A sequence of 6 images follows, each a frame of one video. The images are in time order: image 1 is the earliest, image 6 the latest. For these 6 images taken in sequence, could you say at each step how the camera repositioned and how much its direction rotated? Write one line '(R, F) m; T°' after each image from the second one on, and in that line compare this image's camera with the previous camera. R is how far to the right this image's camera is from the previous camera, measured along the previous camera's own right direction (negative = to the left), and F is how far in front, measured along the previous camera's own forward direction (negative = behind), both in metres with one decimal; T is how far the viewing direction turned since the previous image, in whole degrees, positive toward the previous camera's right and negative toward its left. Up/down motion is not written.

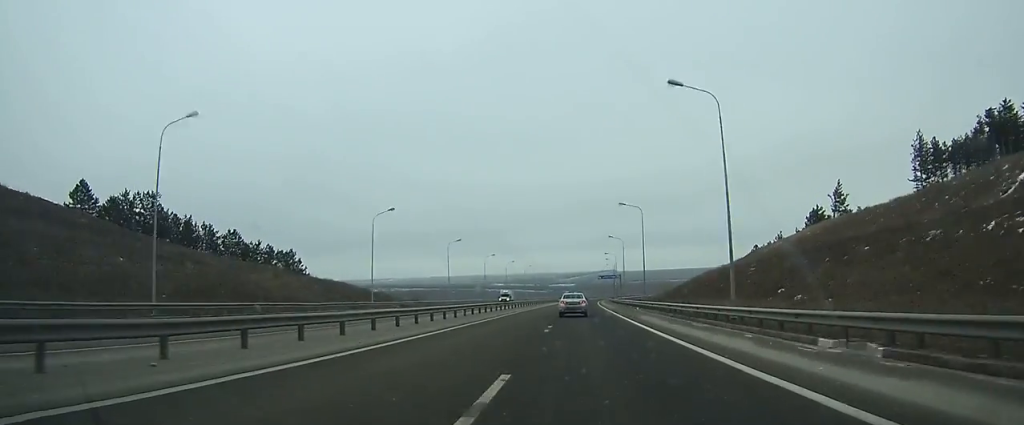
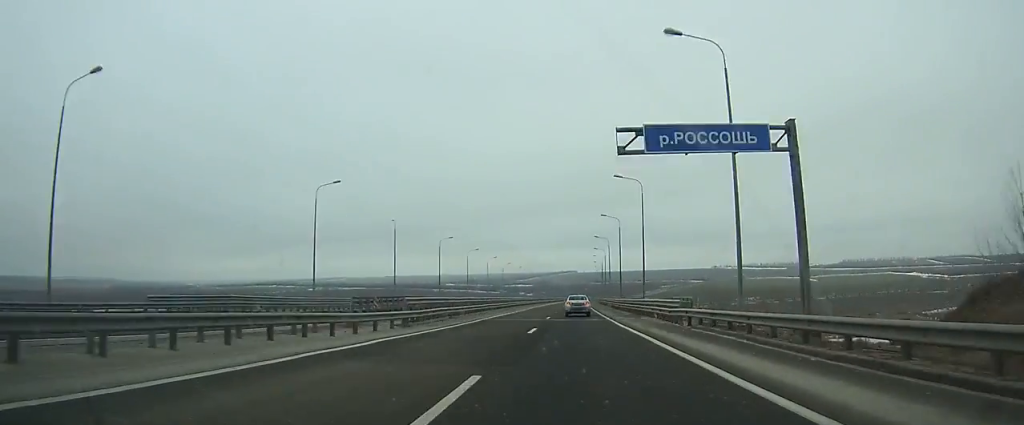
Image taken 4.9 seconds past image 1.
(+3.8, +141.9) m; +3°
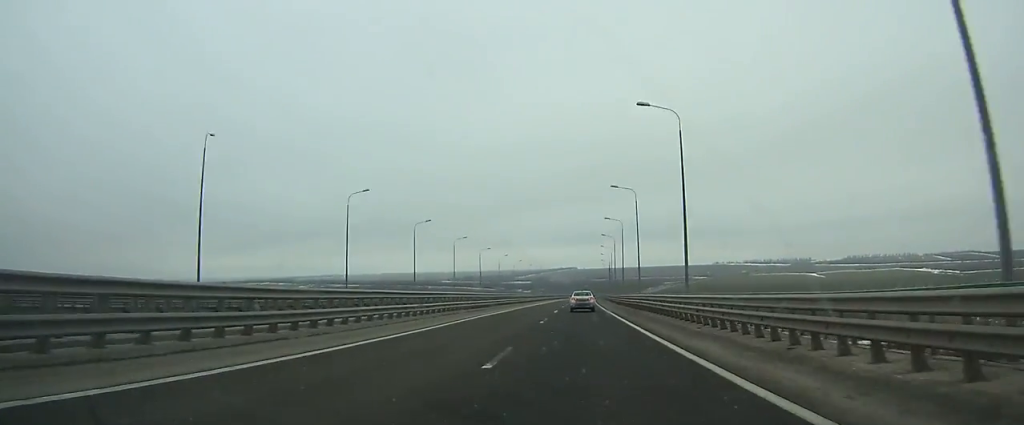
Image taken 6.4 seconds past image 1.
(+0.4, +43.2) m; +1°
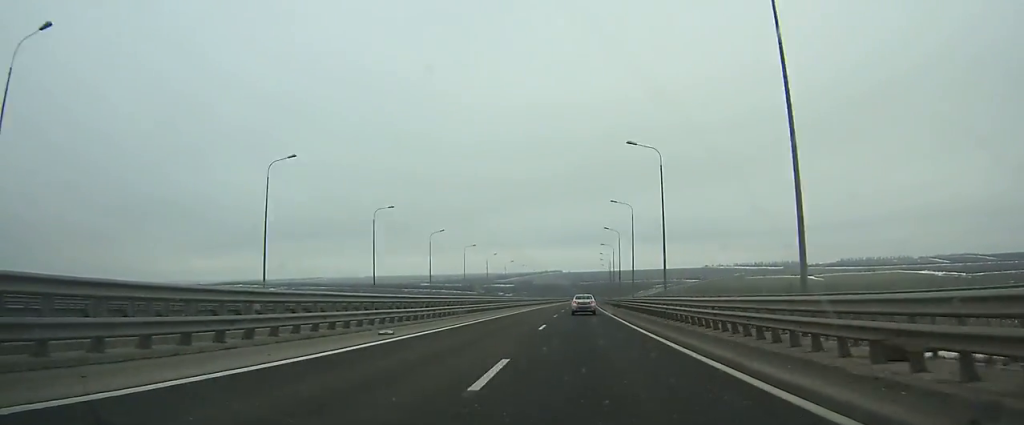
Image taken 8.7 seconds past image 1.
(+0.9, +66.2) m; +1°
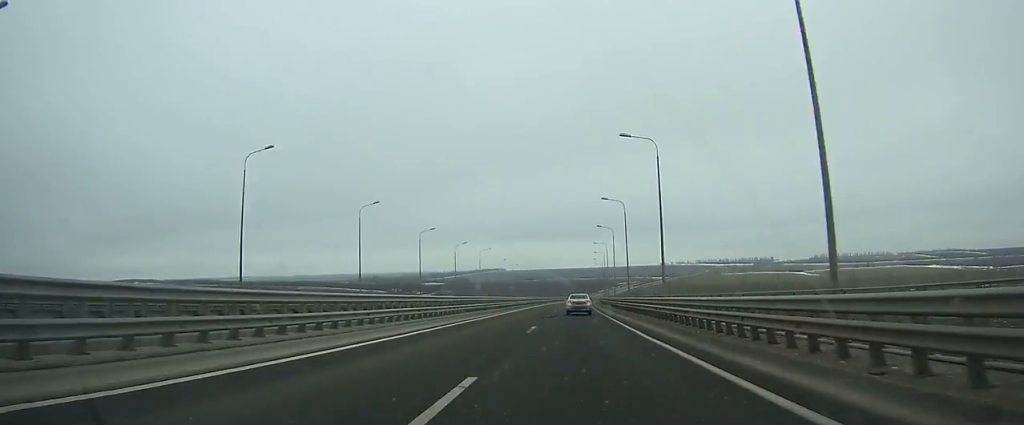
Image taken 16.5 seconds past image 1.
(+8.9, +226.0) m; +5°
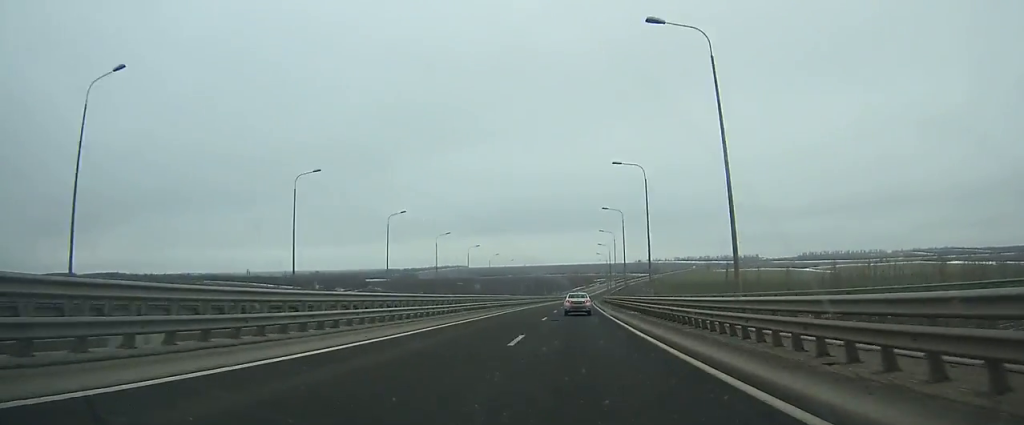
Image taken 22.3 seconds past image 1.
(+4.4, +172.1) m; +3°
